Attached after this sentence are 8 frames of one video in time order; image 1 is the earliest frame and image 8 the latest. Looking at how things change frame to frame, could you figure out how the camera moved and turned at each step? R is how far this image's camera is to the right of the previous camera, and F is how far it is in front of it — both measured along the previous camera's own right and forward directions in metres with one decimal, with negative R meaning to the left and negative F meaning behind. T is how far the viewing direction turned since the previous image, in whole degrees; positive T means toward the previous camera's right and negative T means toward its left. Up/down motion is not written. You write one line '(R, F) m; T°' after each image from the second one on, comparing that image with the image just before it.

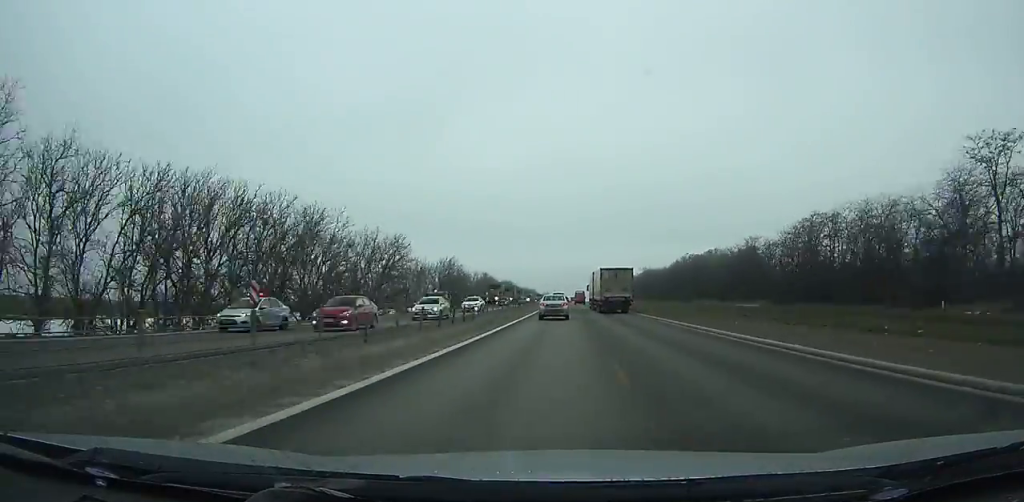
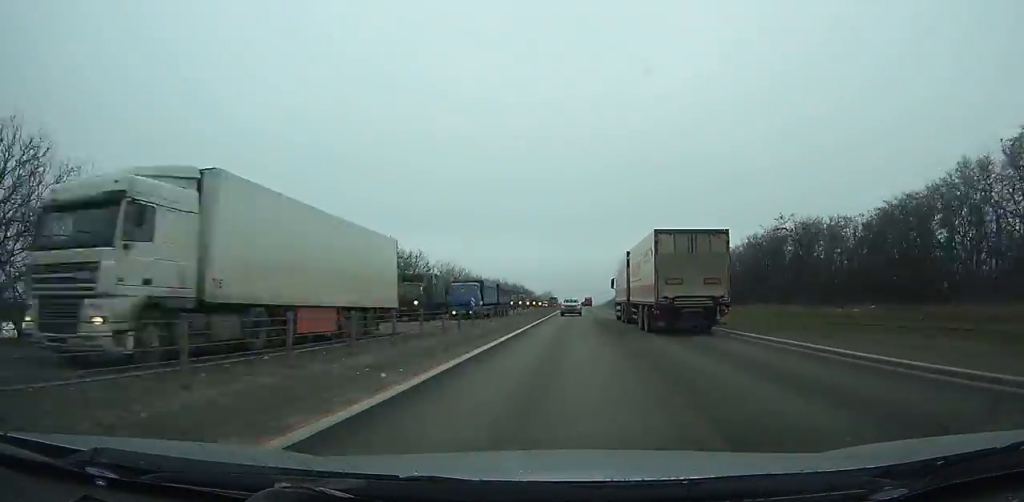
(-1.0, +165.2) m; 0°
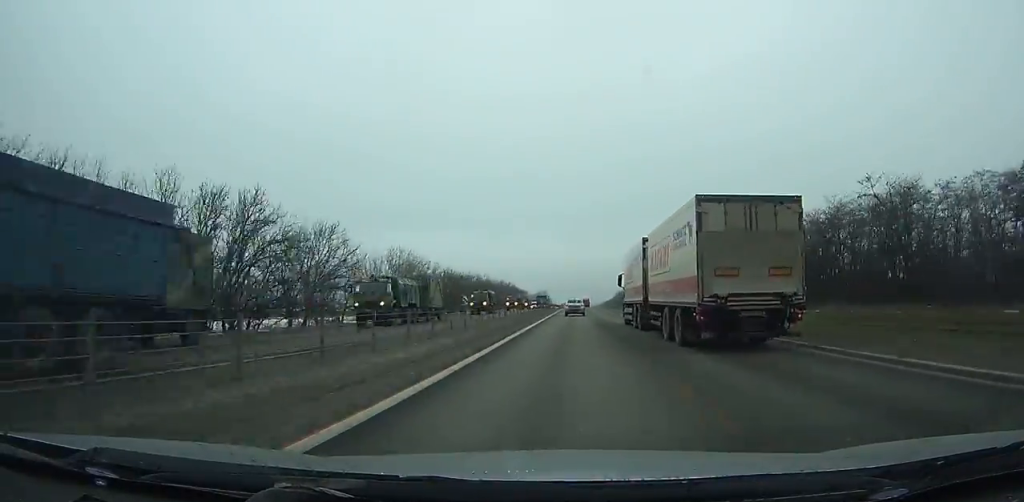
(+0.1, +32.7) m; 0°
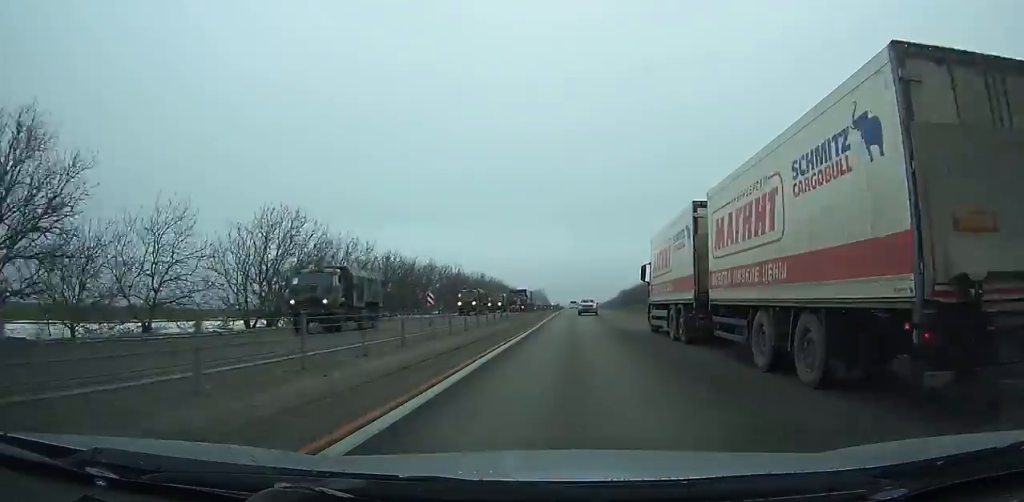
(-0.1, +37.7) m; 0°
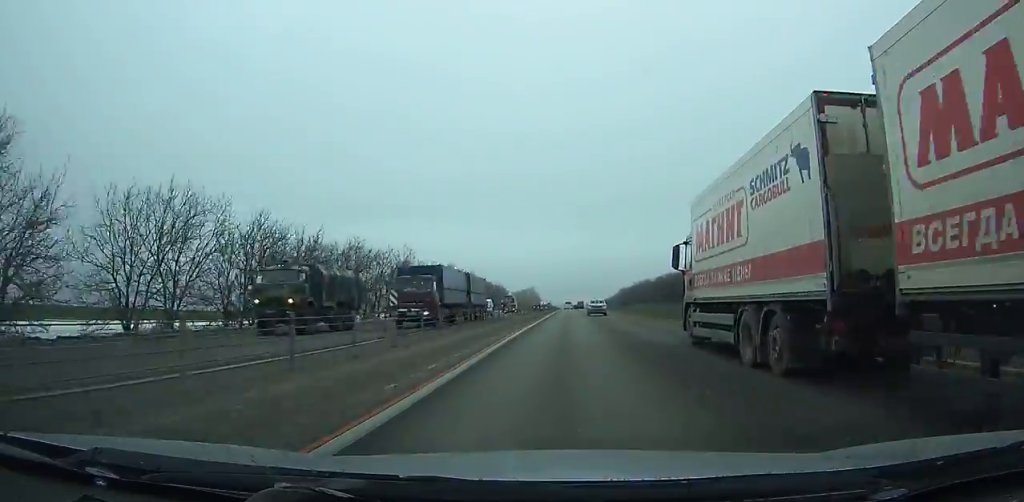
(+0.2, +33.6) m; 0°
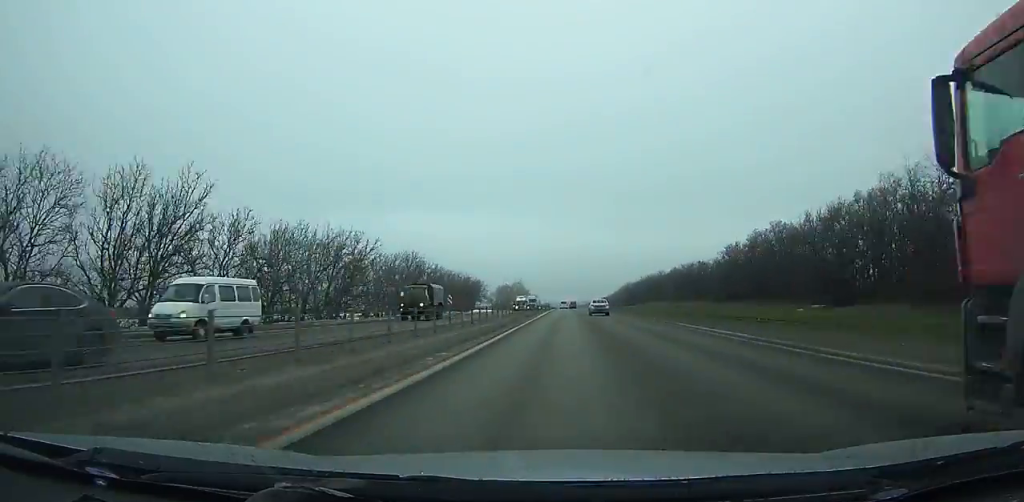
(0.0, +49.2) m; +1°
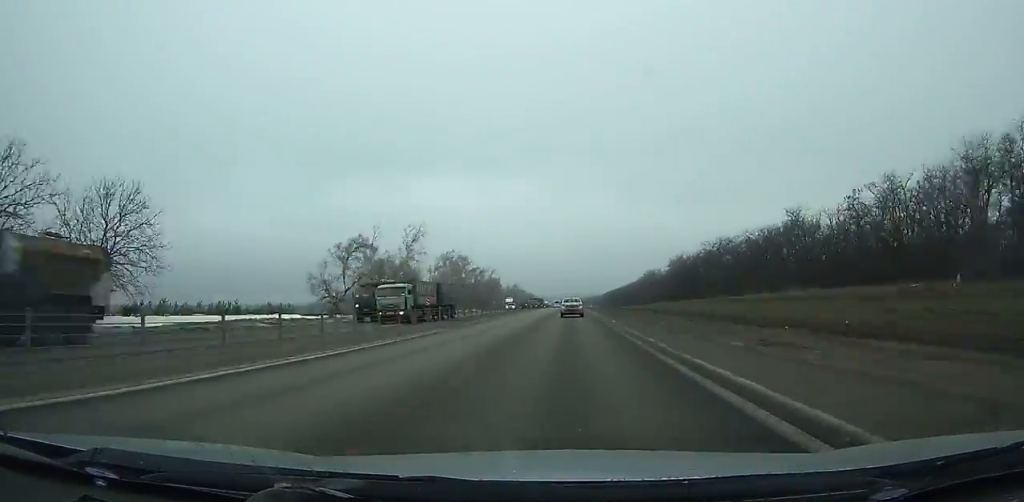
(-0.2, +139.8) m; -1°
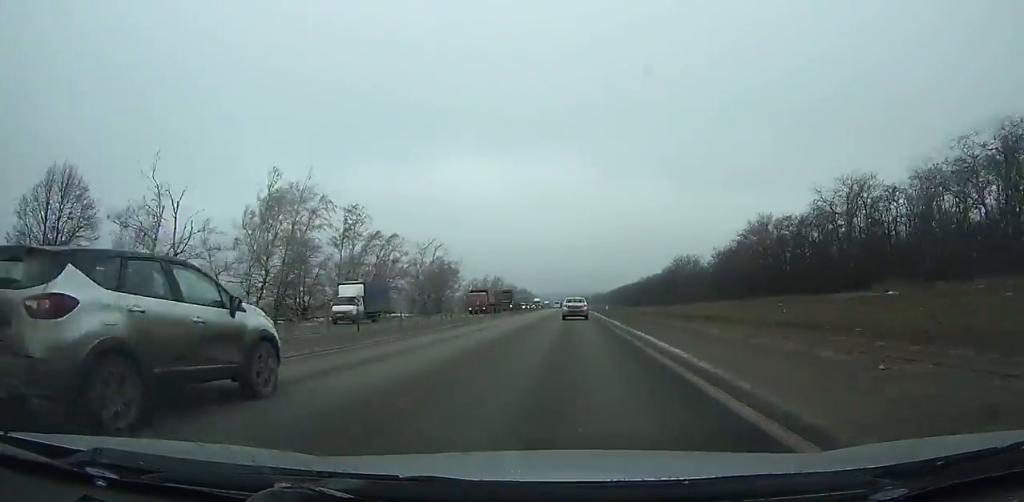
(-0.3, +70.6) m; 0°
